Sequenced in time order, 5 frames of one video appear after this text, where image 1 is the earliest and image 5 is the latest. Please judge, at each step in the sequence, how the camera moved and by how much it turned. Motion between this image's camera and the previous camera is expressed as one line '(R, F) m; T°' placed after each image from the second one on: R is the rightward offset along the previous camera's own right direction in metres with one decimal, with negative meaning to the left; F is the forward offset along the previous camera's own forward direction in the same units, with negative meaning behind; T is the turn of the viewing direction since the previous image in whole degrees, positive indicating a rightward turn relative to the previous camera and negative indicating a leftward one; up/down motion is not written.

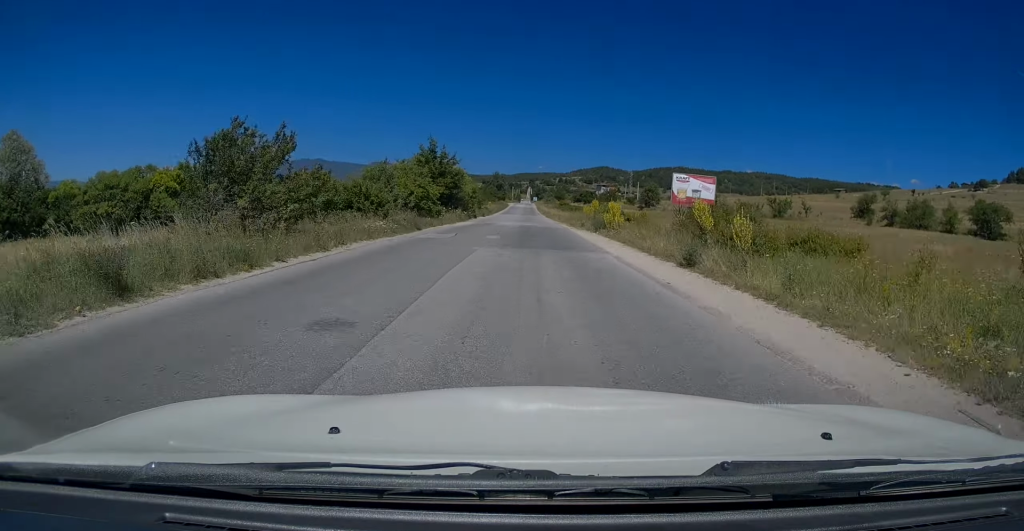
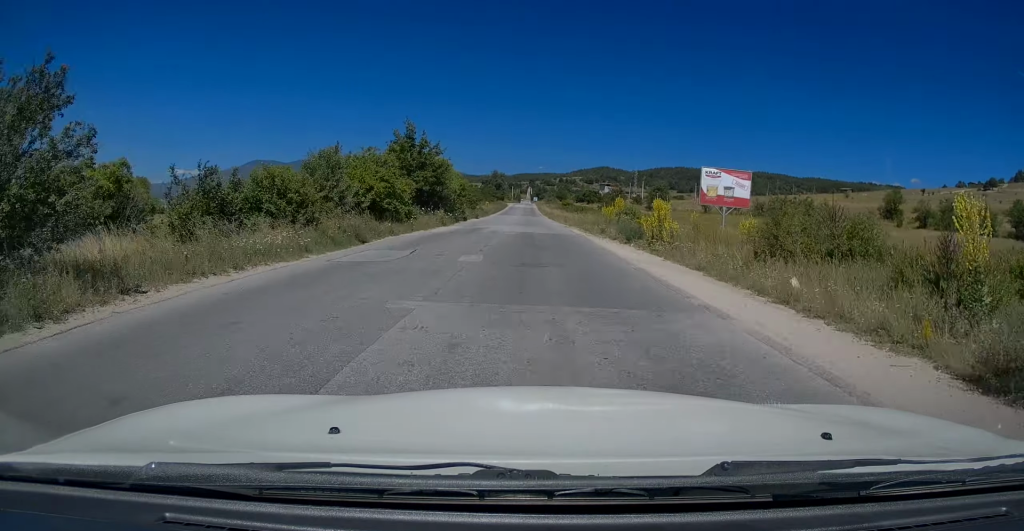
(0.0, +9.5) m; 0°
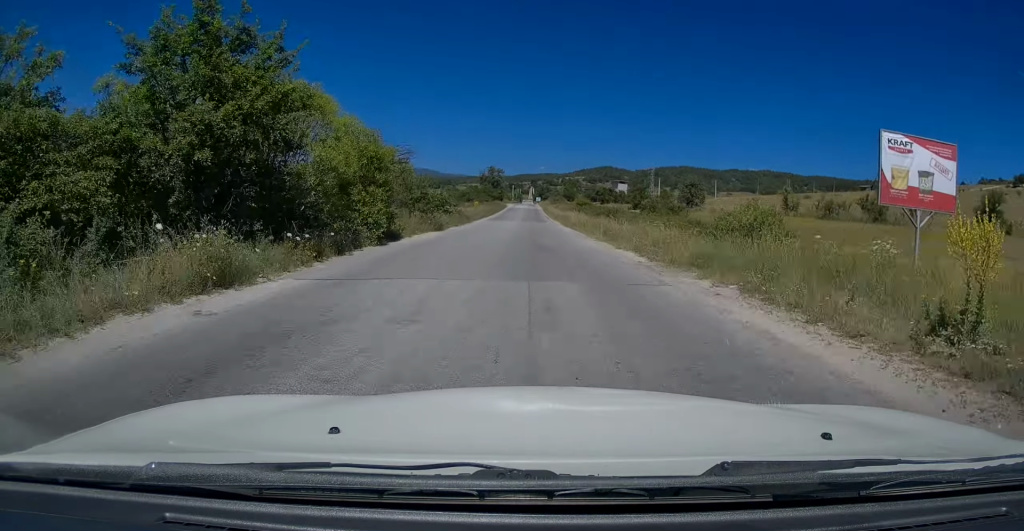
(-0.4, +25.4) m; 0°
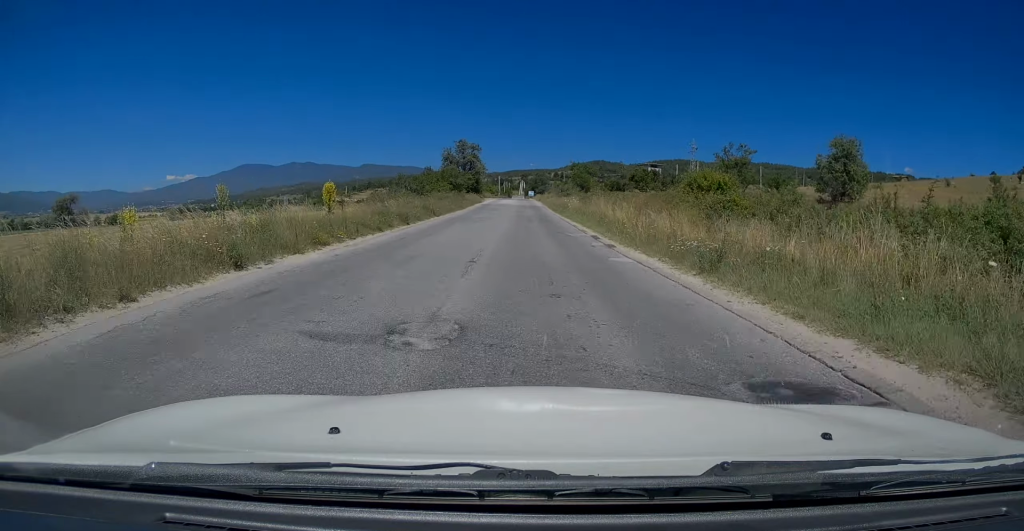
(+1.1, +55.6) m; +1°
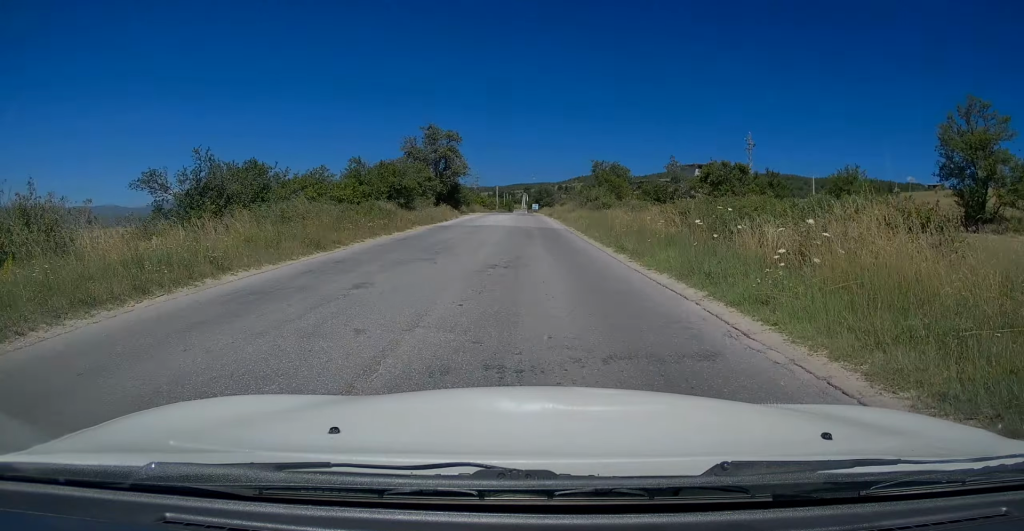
(+0.2, +34.6) m; +1°
